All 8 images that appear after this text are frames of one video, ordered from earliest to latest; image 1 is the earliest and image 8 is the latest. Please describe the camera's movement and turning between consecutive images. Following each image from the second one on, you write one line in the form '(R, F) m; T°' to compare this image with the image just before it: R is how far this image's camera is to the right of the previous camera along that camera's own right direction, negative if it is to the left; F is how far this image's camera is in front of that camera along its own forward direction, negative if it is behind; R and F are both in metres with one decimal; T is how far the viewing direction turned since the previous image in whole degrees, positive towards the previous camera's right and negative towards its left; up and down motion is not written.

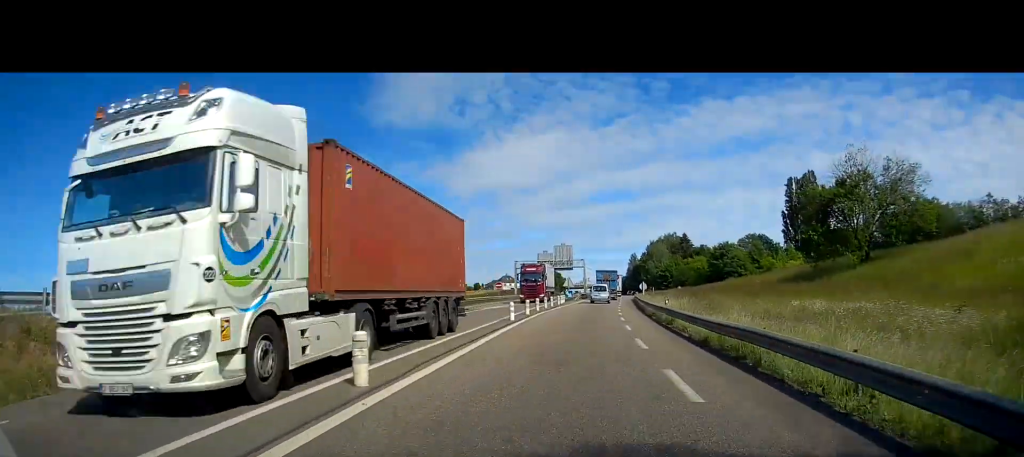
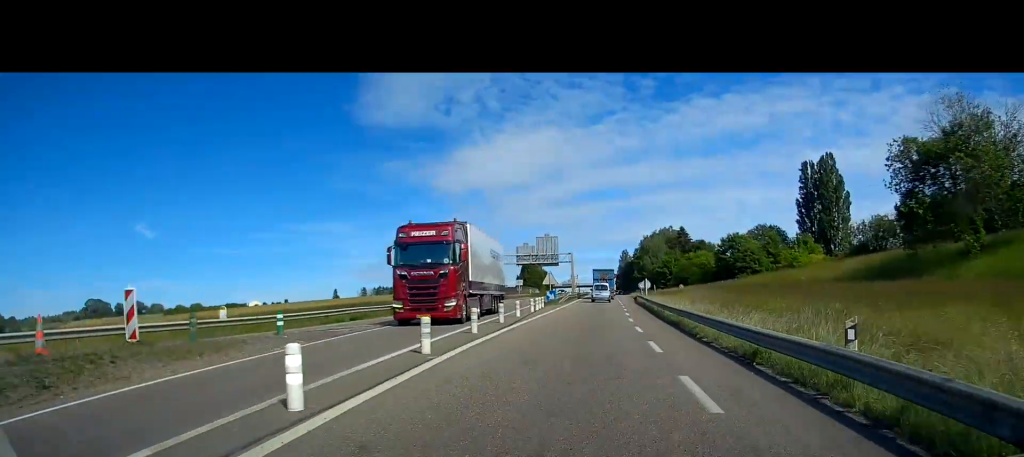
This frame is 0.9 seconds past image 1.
(+0.3, +19.7) m; +2°
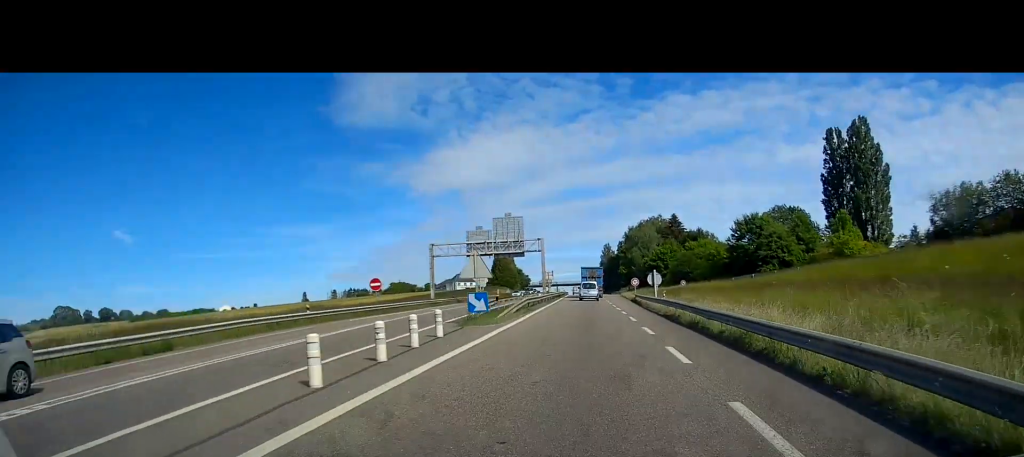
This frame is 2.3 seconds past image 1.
(+0.7, +28.3) m; +2°
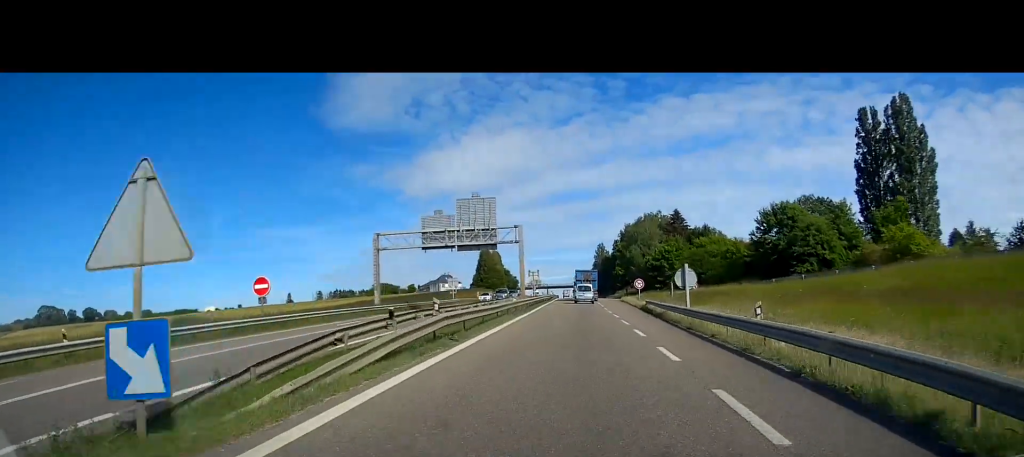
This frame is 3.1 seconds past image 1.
(+0.1, +18.4) m; 0°
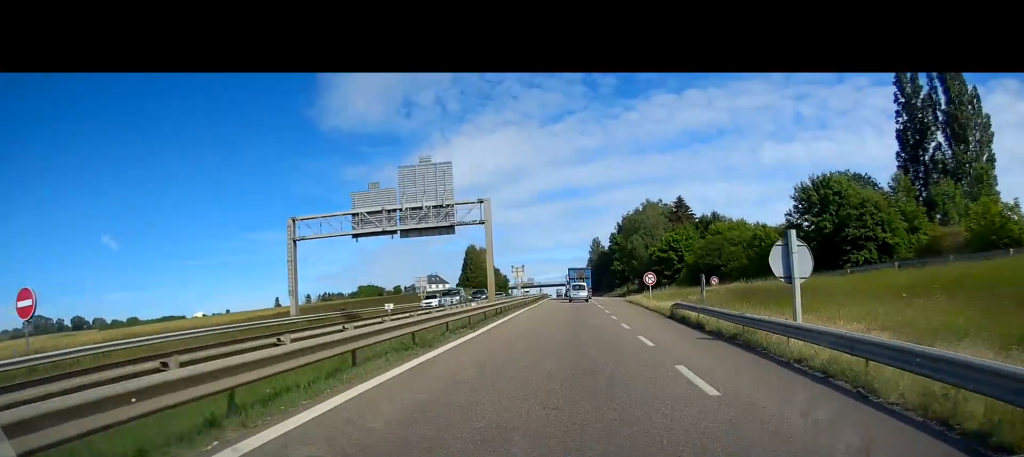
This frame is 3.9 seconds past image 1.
(0.0, +16.9) m; -1°
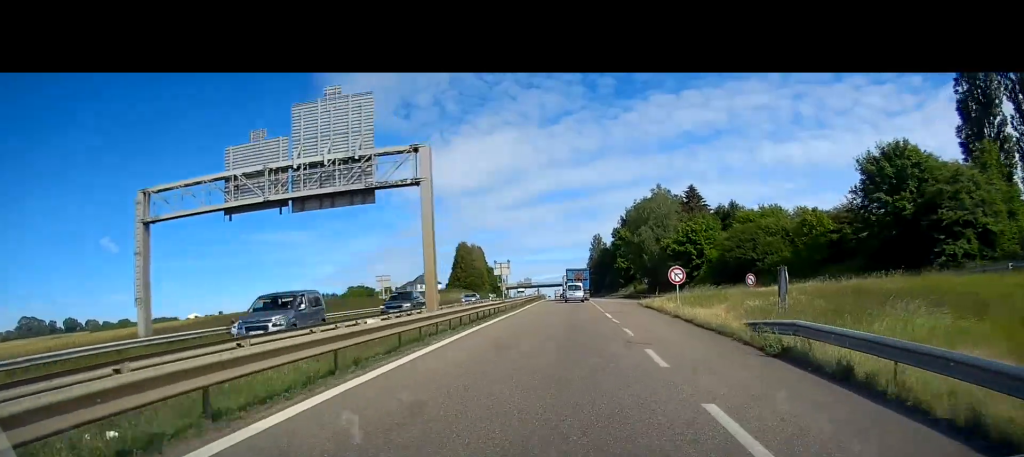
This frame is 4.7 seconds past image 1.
(-0.2, +16.2) m; -1°
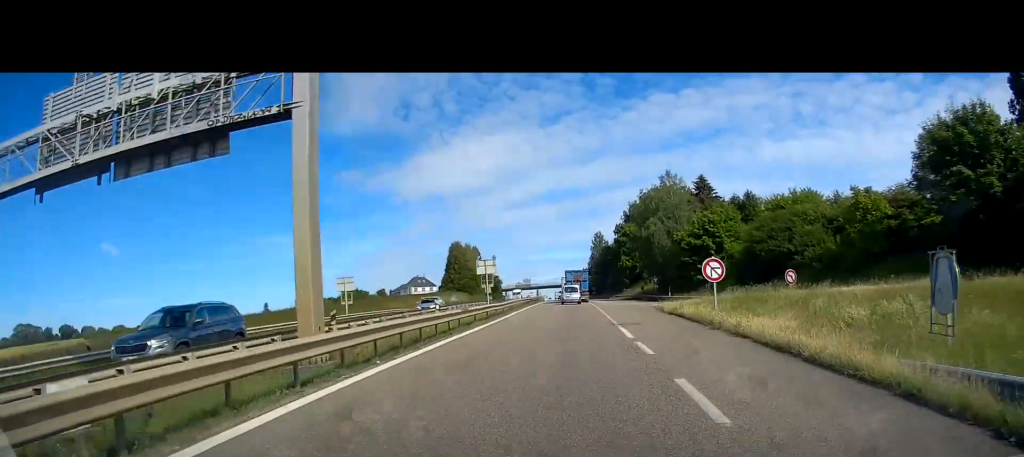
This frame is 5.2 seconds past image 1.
(-0.2, +11.2) m; -1°
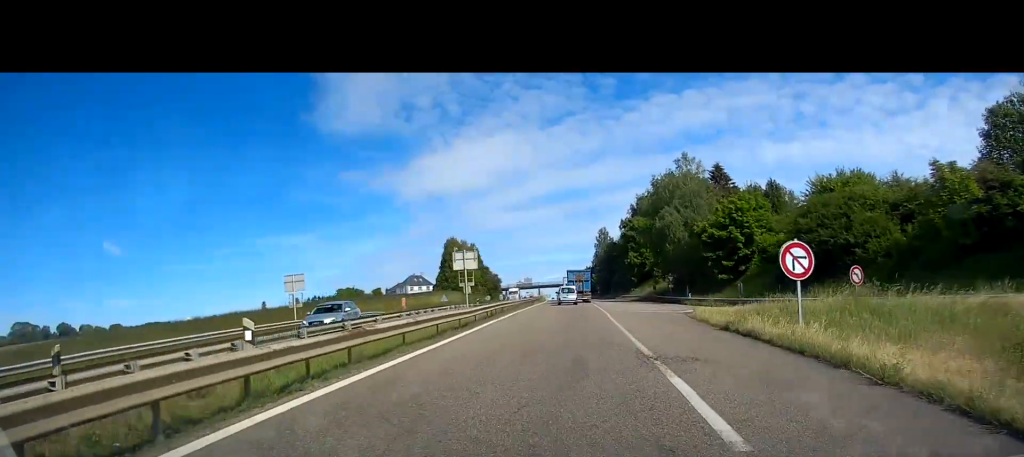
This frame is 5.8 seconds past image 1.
(0.0, +11.2) m; +1°
